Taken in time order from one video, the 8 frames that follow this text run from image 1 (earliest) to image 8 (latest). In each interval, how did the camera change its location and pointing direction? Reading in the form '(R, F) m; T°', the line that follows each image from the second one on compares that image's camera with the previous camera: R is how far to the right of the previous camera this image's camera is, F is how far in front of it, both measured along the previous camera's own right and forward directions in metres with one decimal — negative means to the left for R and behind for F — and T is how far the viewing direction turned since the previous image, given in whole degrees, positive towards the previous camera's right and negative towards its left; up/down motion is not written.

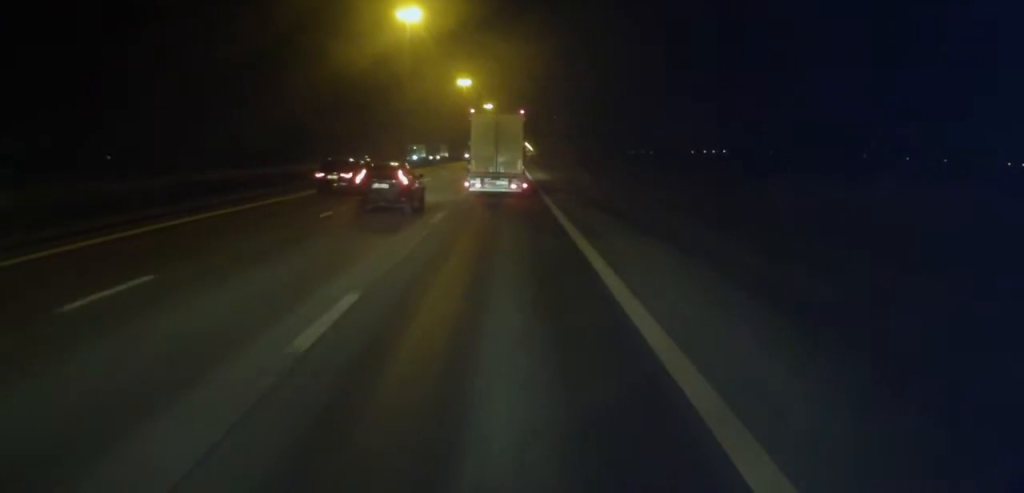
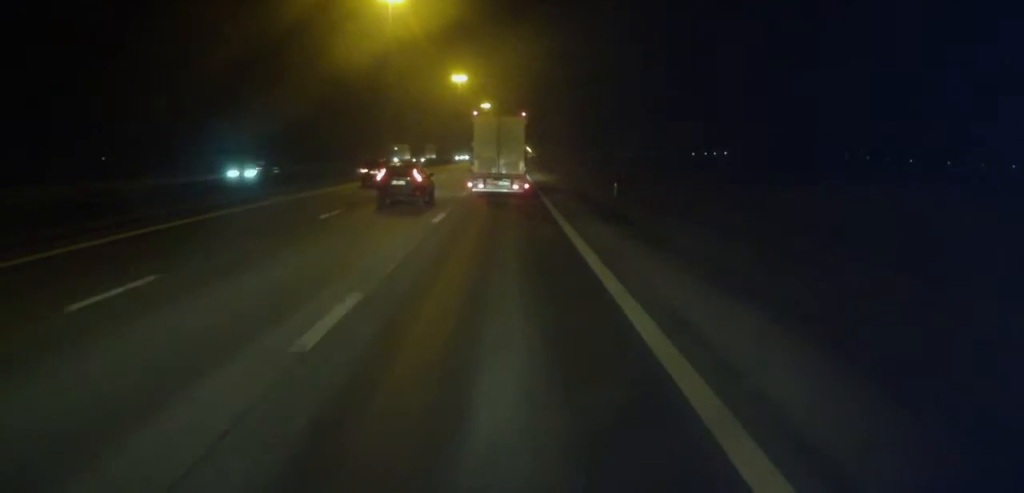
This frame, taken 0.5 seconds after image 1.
(-0.1, +12.5) m; +1°
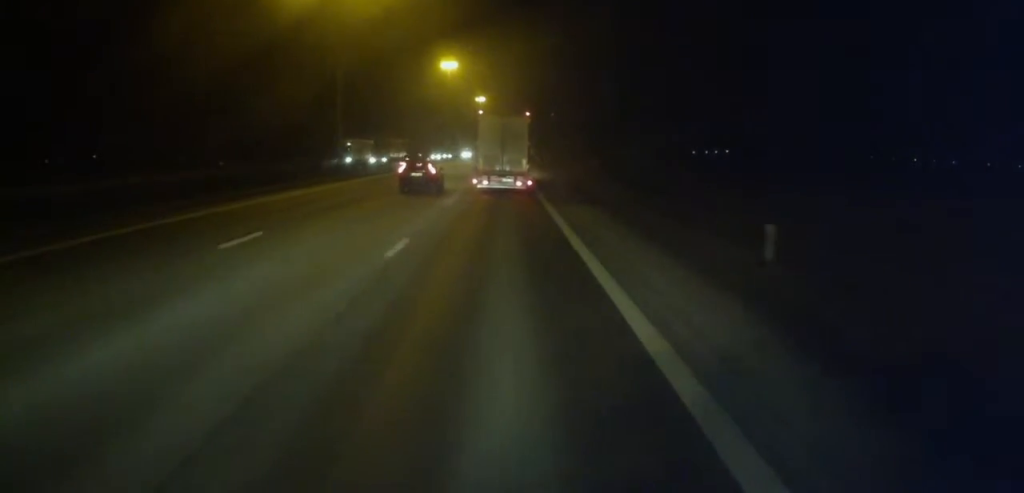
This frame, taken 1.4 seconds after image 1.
(+0.5, +19.6) m; 0°
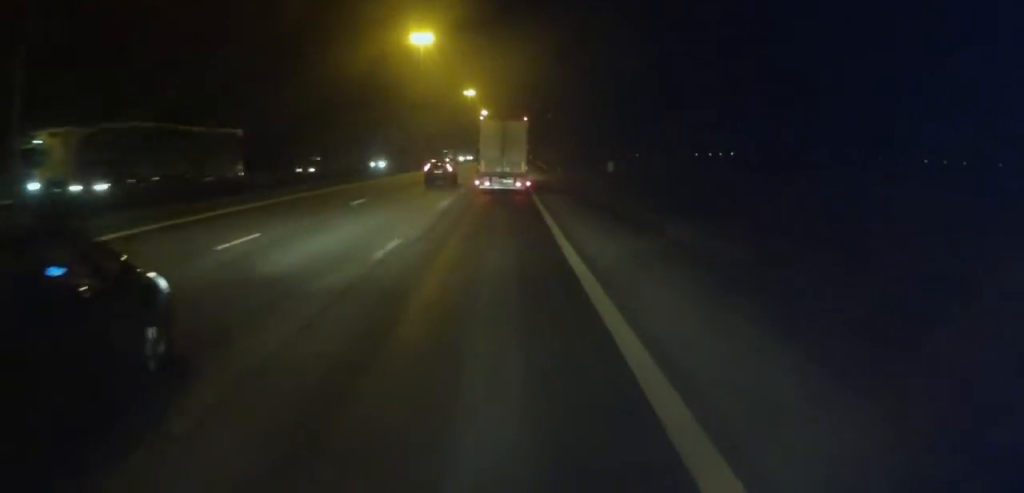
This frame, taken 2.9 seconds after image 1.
(-0.8, +36.8) m; -1°
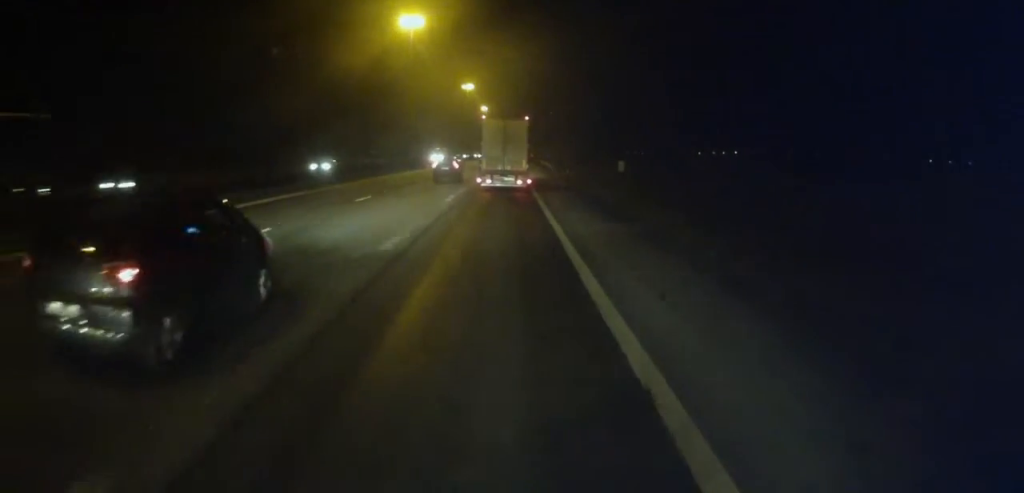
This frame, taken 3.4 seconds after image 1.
(0.0, +11.8) m; 0°
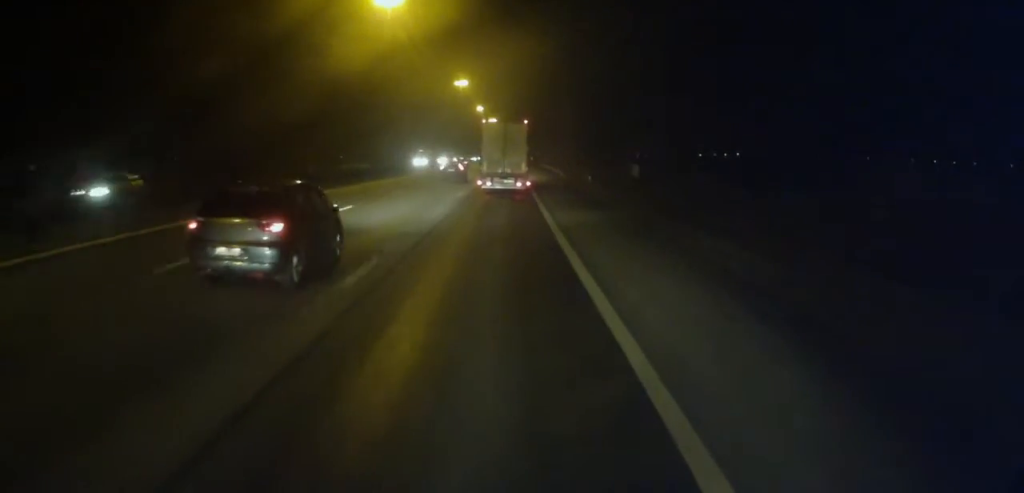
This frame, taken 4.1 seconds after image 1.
(0.0, +15.7) m; +1°
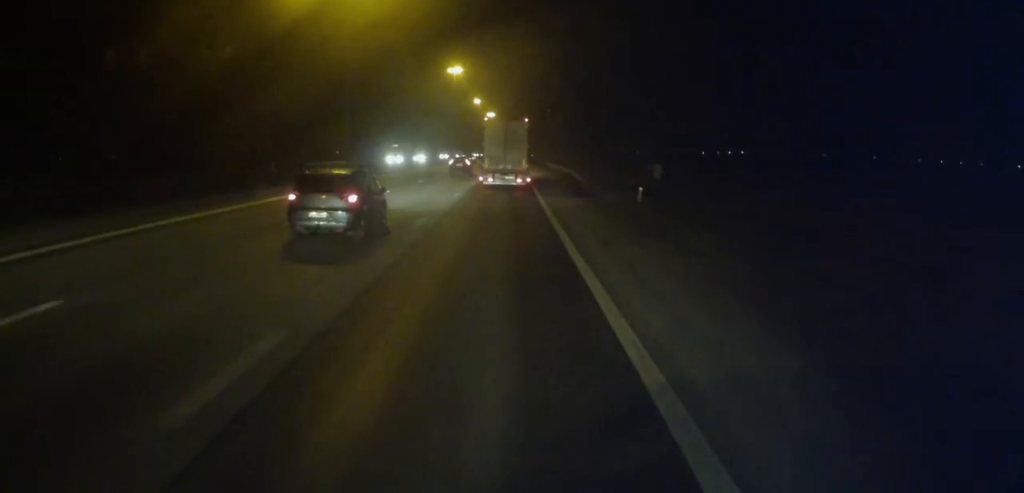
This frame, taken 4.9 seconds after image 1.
(+0.2, +18.1) m; +1°
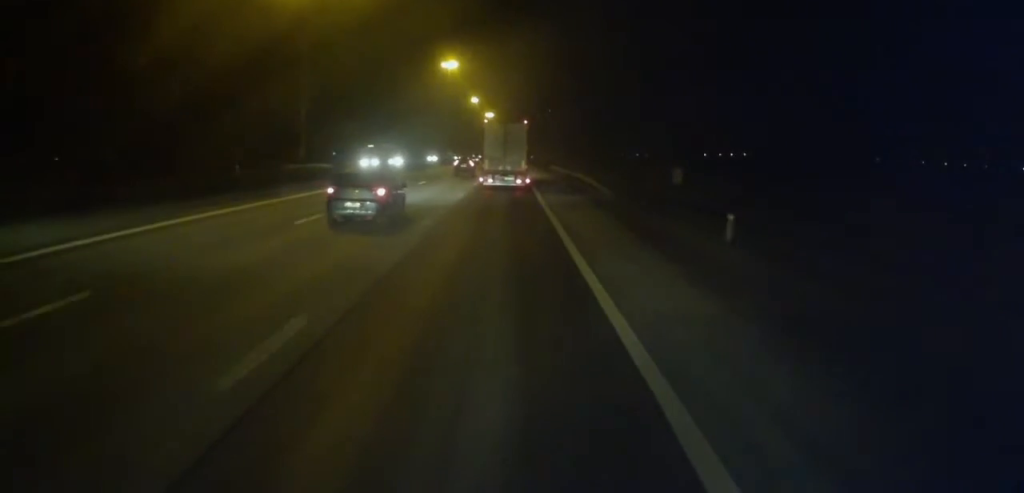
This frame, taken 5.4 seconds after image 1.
(+0.3, +11.8) m; 0°
